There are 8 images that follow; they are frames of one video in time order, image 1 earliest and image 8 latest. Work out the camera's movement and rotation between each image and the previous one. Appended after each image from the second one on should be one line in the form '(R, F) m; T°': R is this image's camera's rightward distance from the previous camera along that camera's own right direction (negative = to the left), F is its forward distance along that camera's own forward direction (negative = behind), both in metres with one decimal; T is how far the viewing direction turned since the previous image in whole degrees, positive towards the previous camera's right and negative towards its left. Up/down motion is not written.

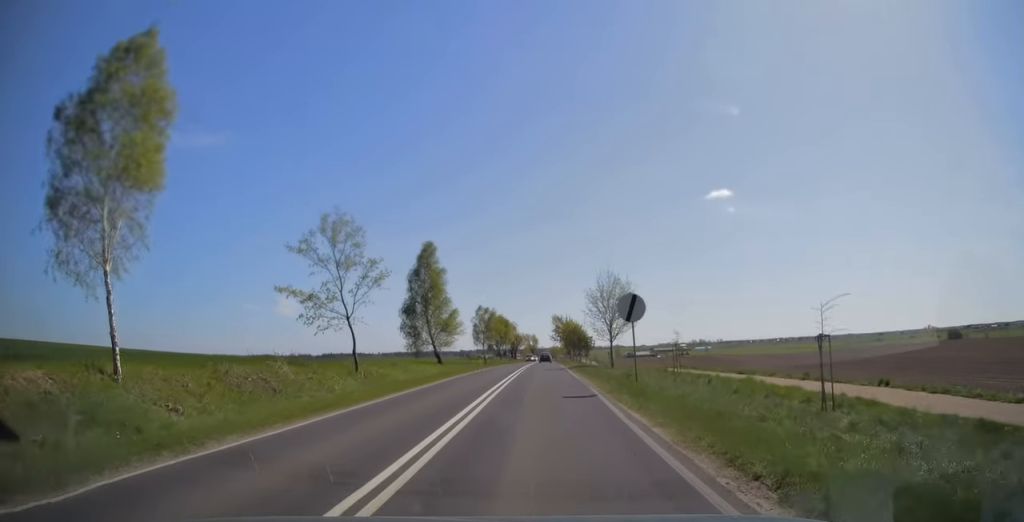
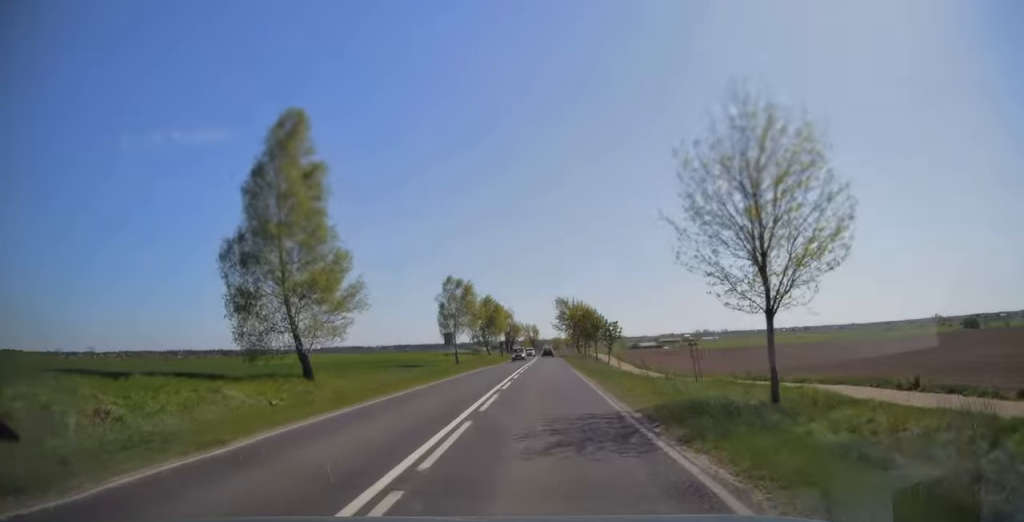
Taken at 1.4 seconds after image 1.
(0.0, +30.9) m; 0°
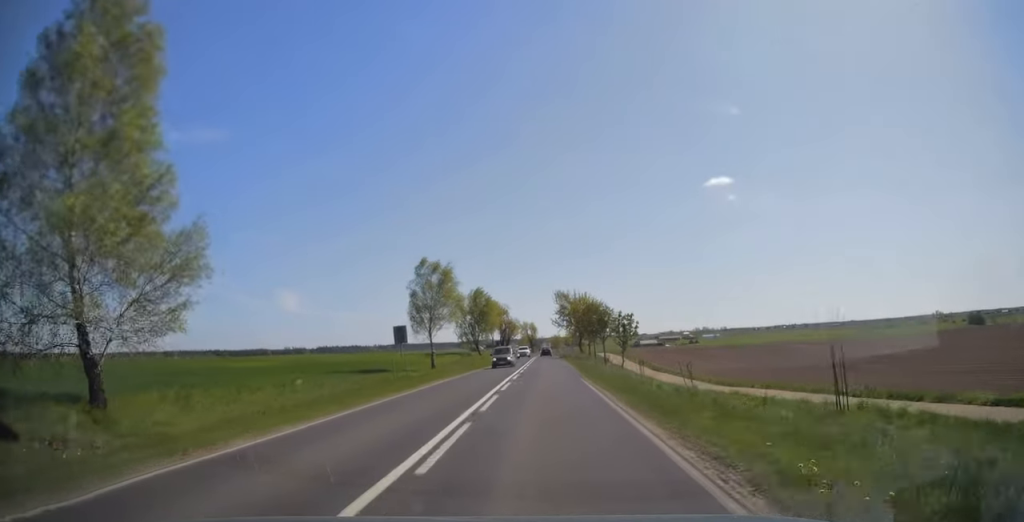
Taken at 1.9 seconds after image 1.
(0.0, +12.4) m; 0°
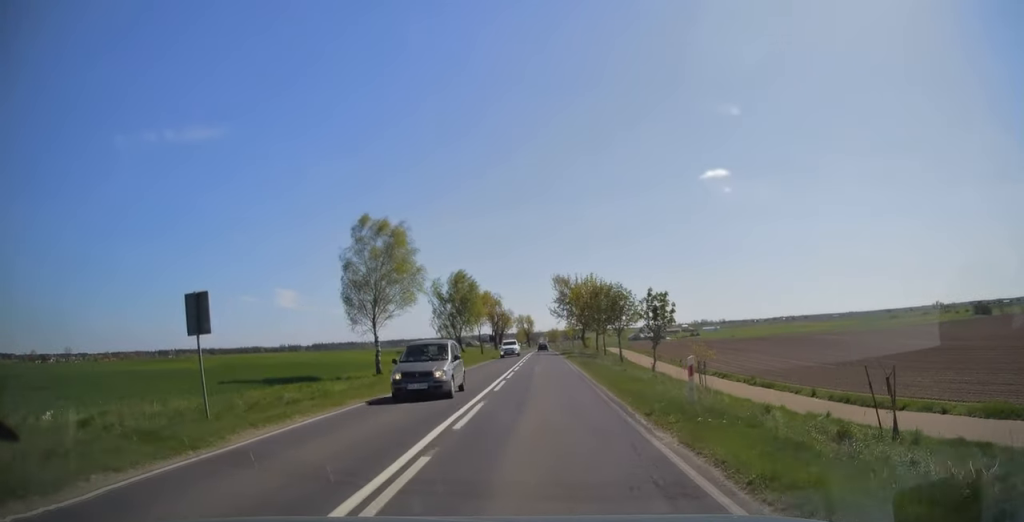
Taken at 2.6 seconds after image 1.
(0.0, +15.6) m; 0°
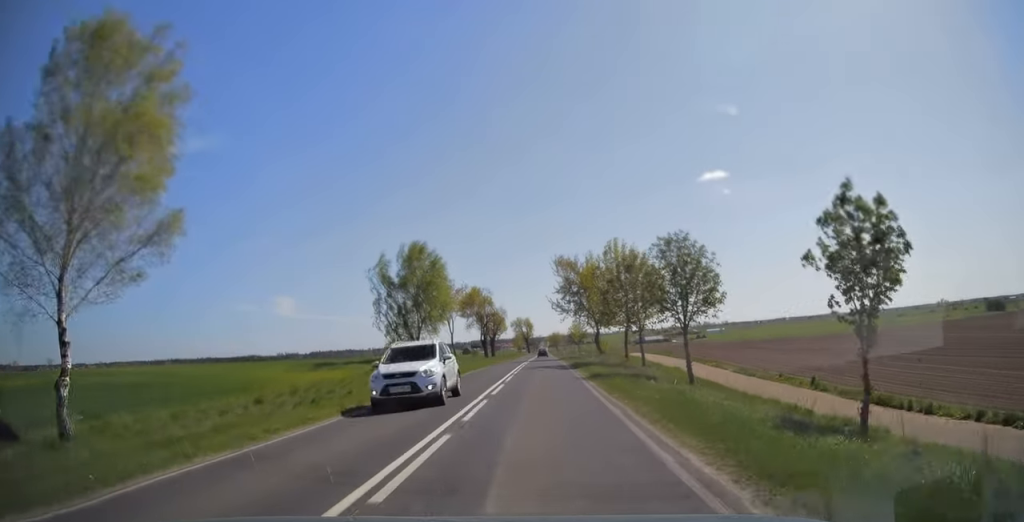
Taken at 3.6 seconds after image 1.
(0.0, +23.8) m; 0°
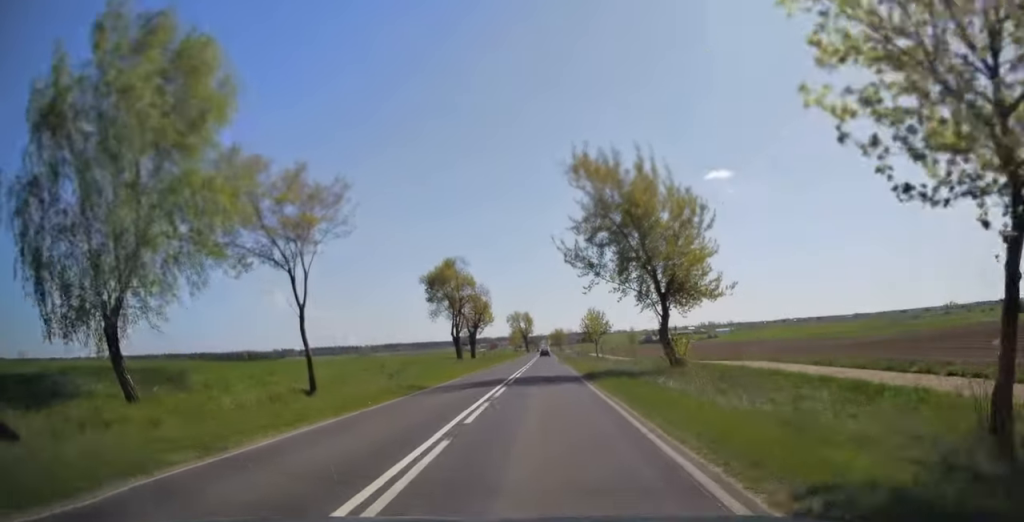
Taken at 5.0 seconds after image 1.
(0.0, +36.4) m; 0°
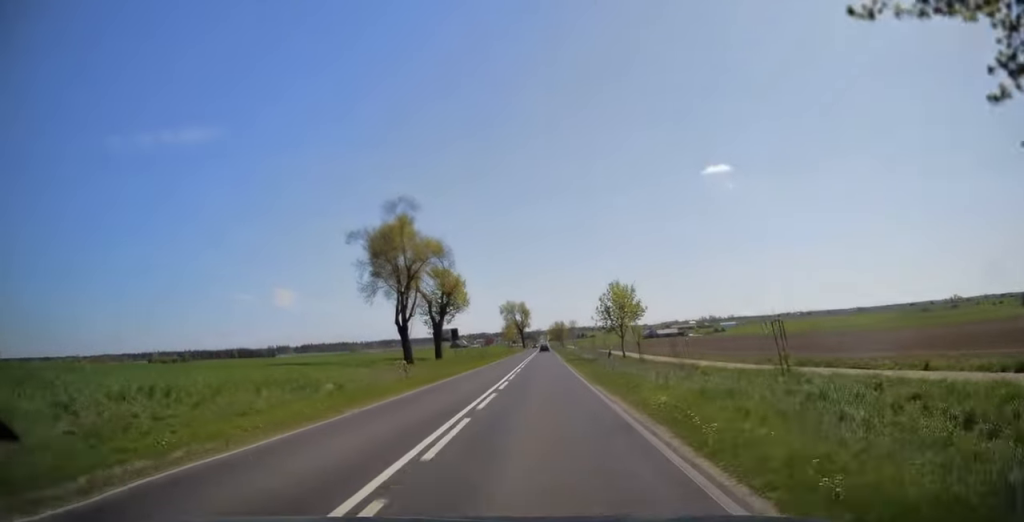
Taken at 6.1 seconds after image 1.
(0.0, +27.4) m; 0°
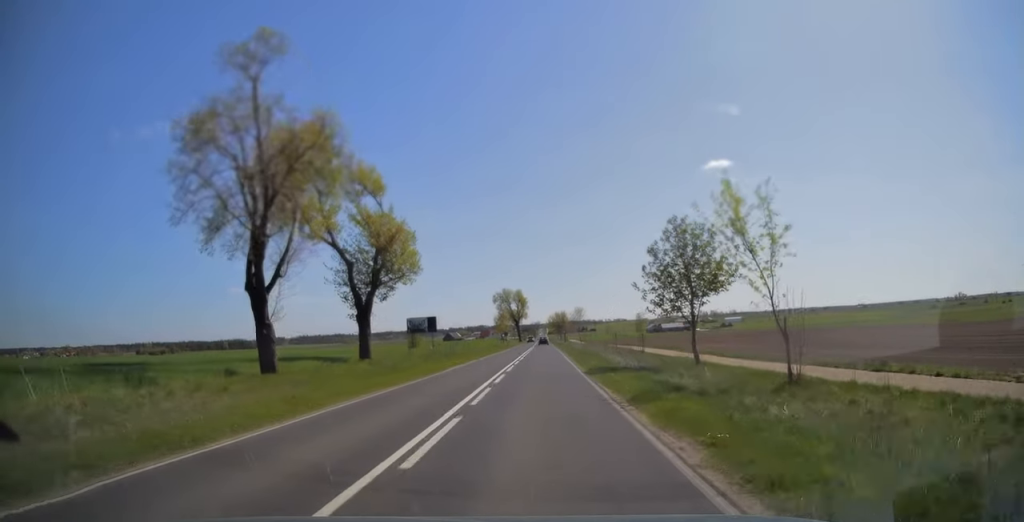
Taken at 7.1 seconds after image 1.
(+0.1, +24.4) m; 0°
